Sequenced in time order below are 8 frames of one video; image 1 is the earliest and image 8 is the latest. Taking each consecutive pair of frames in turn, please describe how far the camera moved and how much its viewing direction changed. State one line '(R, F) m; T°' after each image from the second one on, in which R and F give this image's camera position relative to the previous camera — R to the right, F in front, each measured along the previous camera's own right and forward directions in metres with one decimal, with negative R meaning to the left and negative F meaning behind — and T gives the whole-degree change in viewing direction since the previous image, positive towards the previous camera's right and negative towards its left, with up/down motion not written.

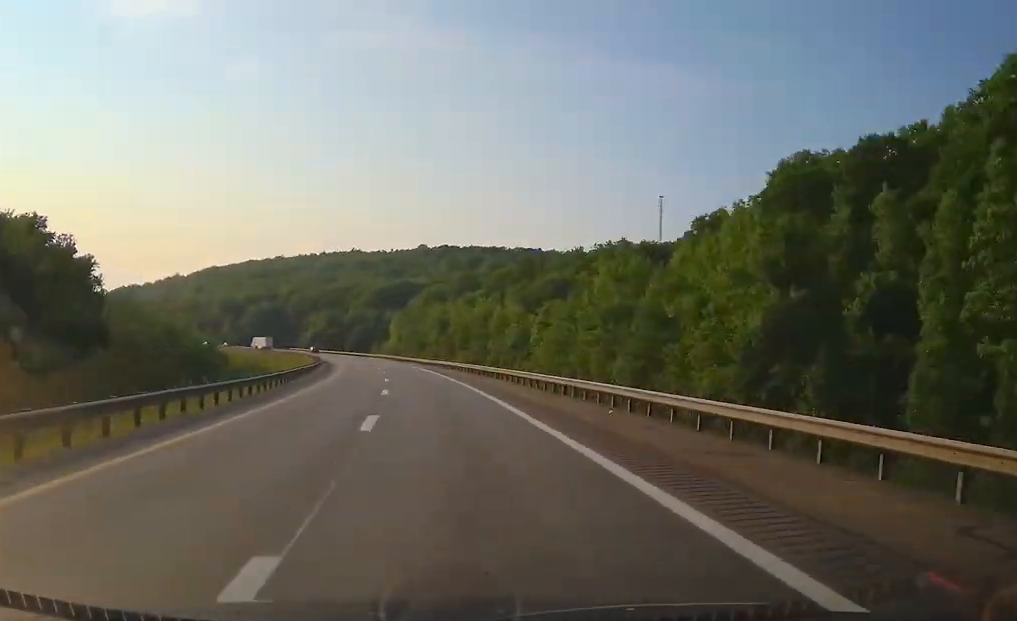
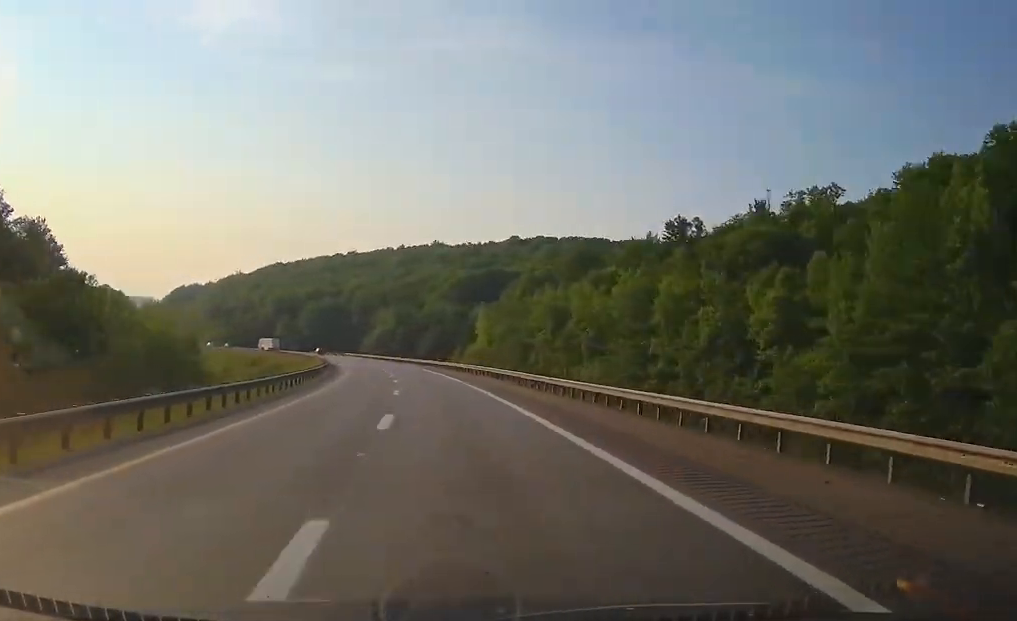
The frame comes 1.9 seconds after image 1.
(-1.4, +61.8) m; -7°
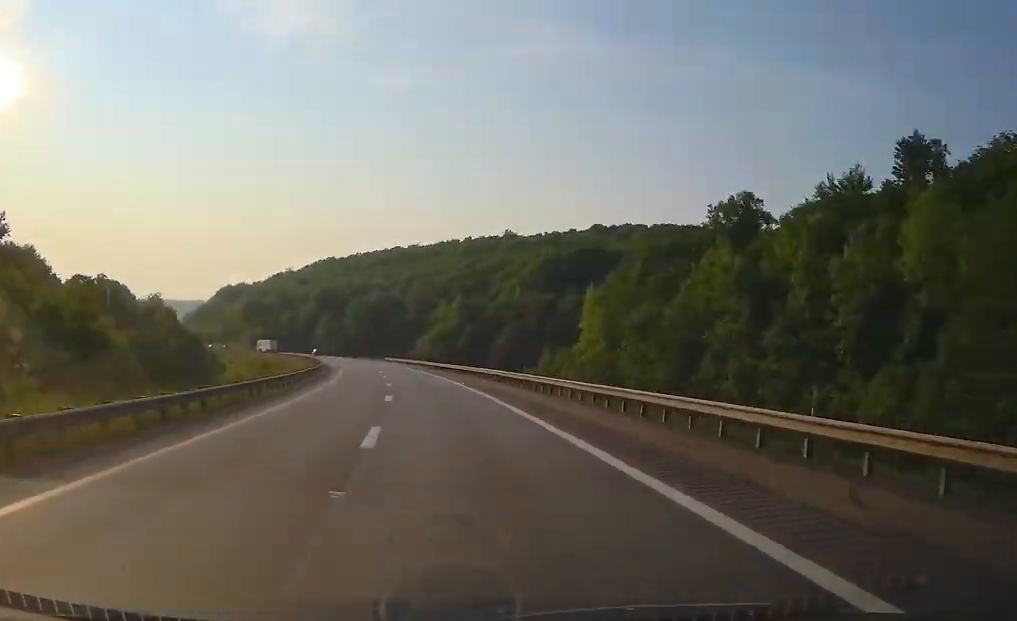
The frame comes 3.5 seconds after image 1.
(-4.6, +52.8) m; -6°
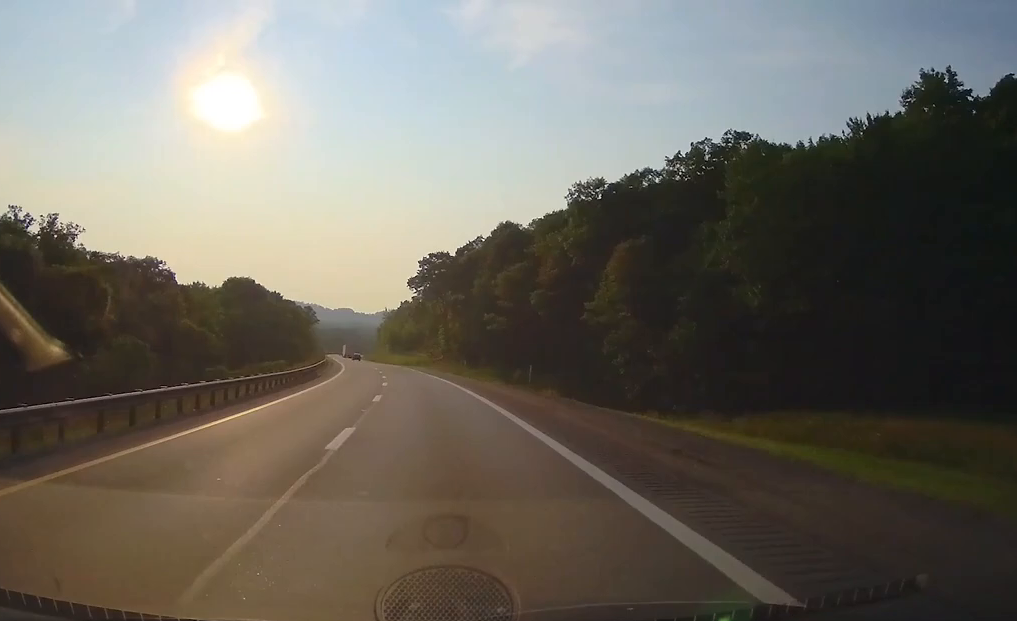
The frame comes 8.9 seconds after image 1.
(-33.0, +179.4) m; -17°
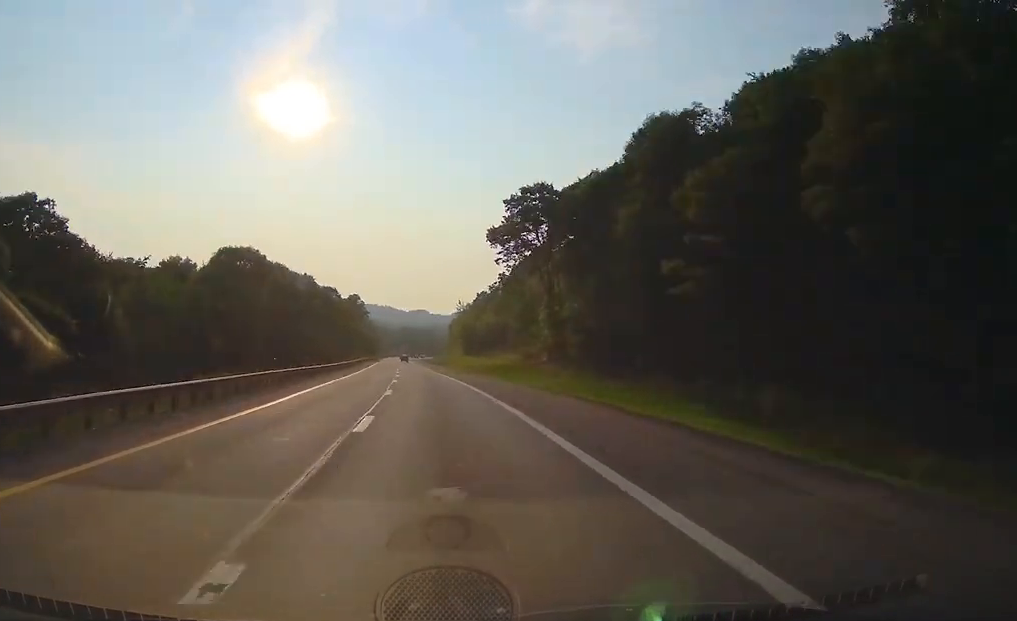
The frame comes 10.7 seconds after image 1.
(-1.8, +58.3) m; -4°
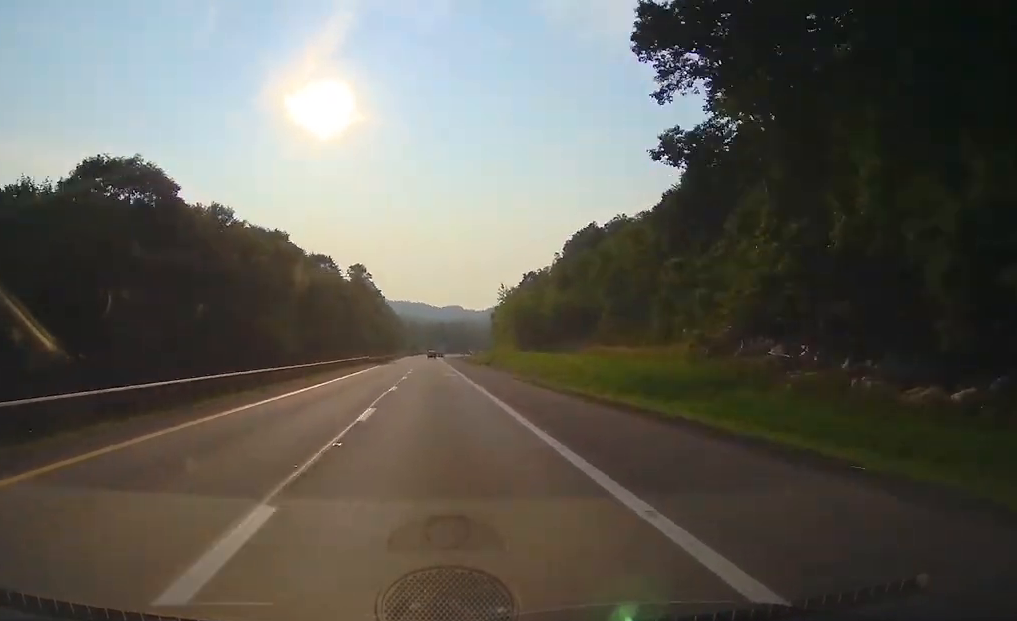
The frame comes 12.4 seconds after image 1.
(-2.8, +57.8) m; -1°
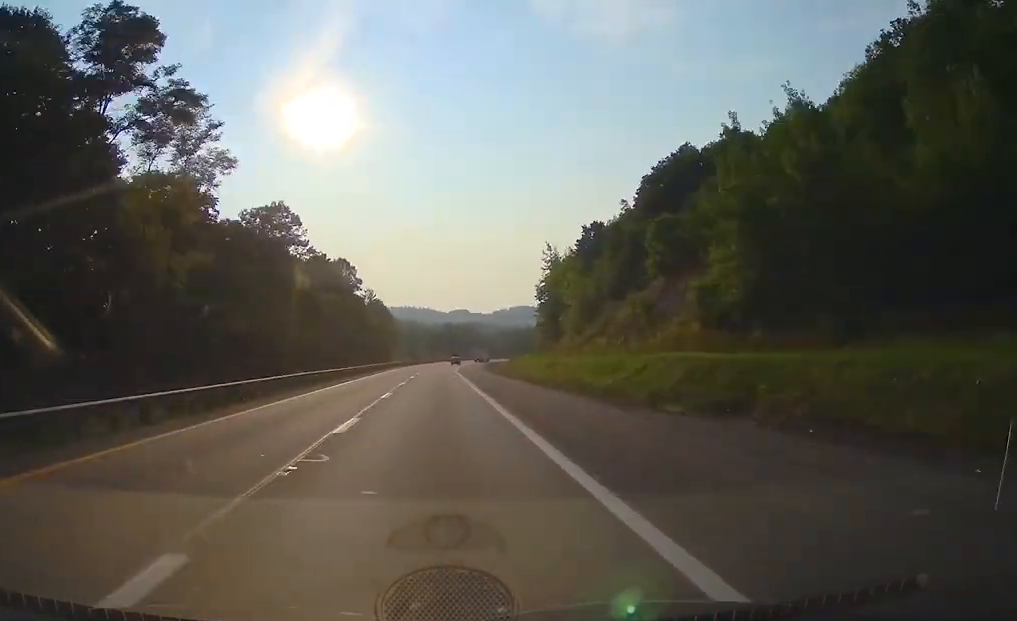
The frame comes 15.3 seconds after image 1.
(-2.1, +97.4) m; 0°
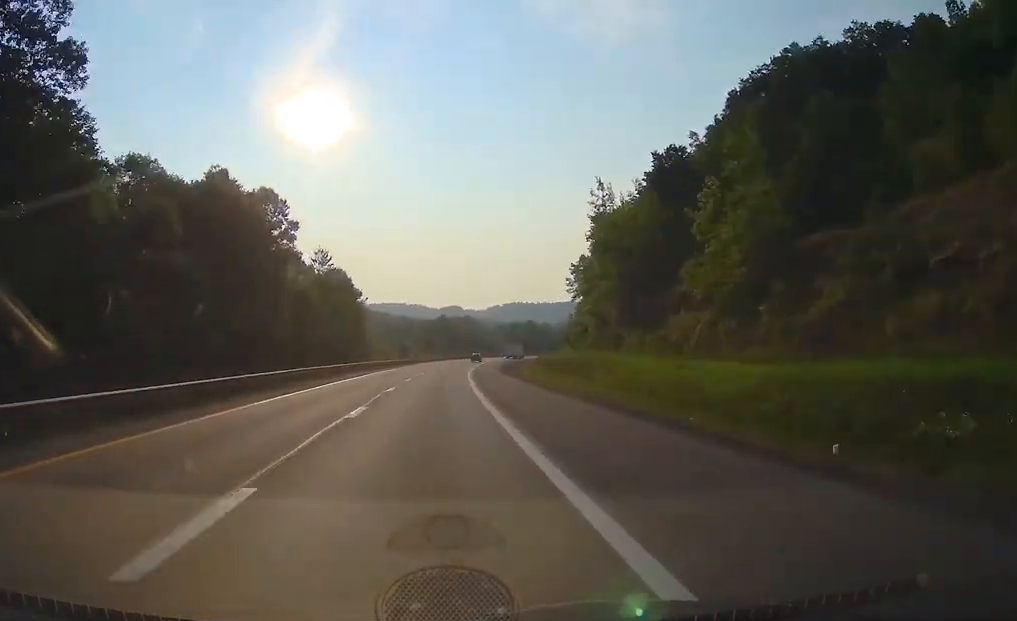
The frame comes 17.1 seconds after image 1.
(-0.4, +56.9) m; +2°
